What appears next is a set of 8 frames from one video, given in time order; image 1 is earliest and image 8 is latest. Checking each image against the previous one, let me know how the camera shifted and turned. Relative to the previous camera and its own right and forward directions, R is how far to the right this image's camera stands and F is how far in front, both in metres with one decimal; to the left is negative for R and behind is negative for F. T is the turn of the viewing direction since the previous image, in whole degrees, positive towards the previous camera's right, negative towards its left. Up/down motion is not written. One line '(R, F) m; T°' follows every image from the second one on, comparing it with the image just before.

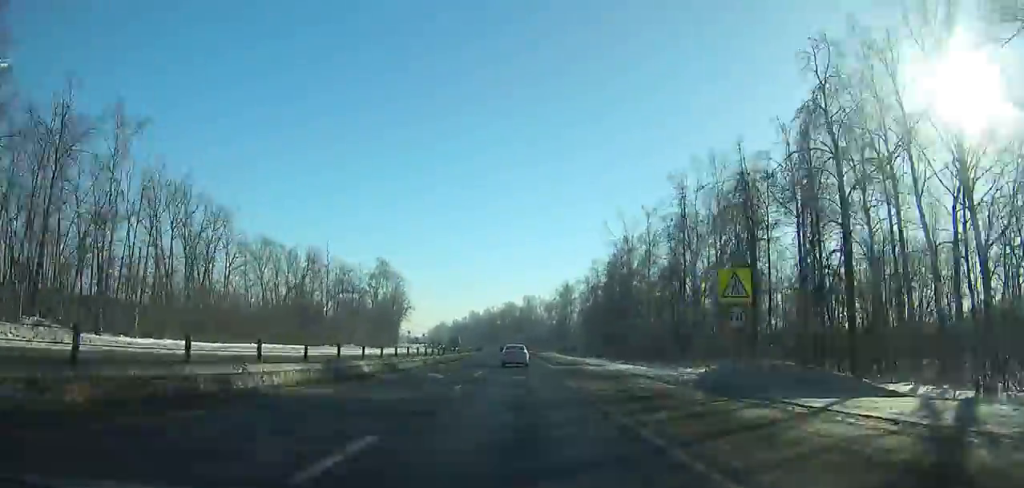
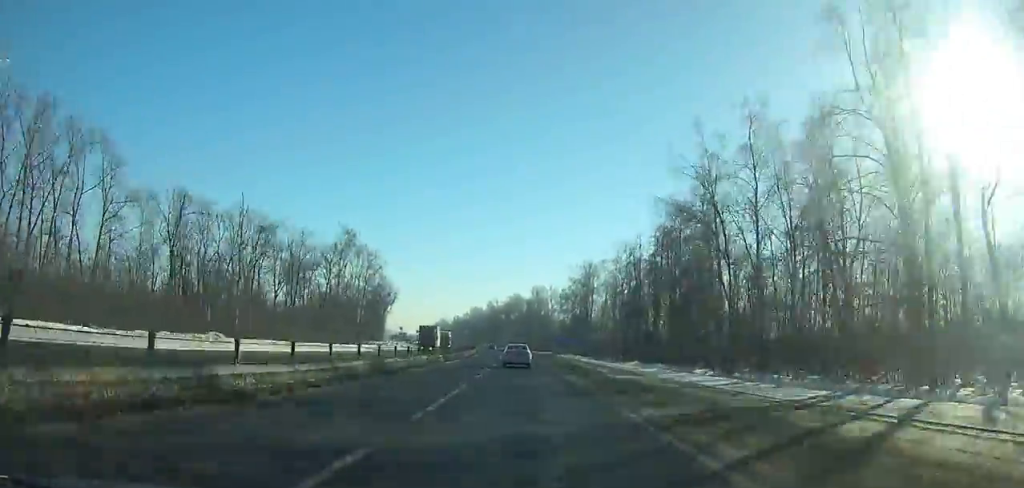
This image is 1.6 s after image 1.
(-0.3, +38.0) m; -1°
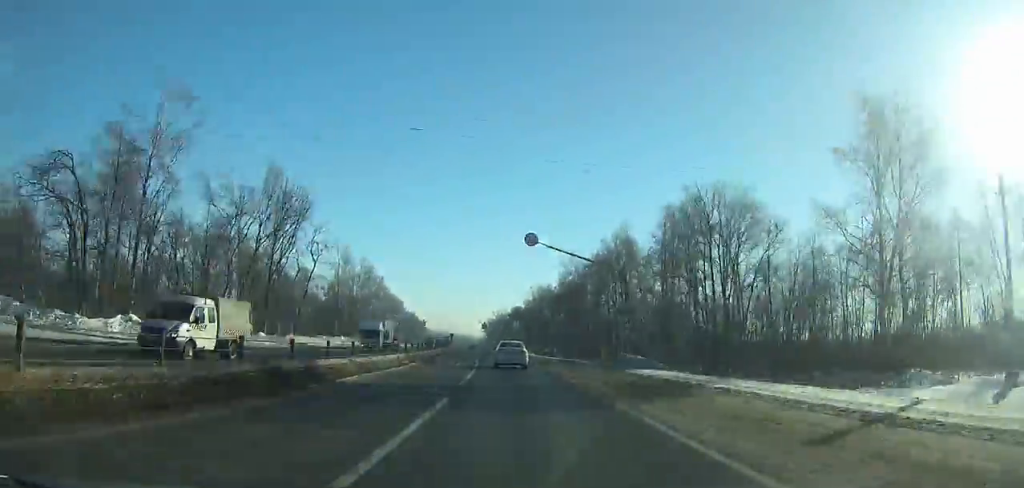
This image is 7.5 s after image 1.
(-7.6, +132.1) m; -8°
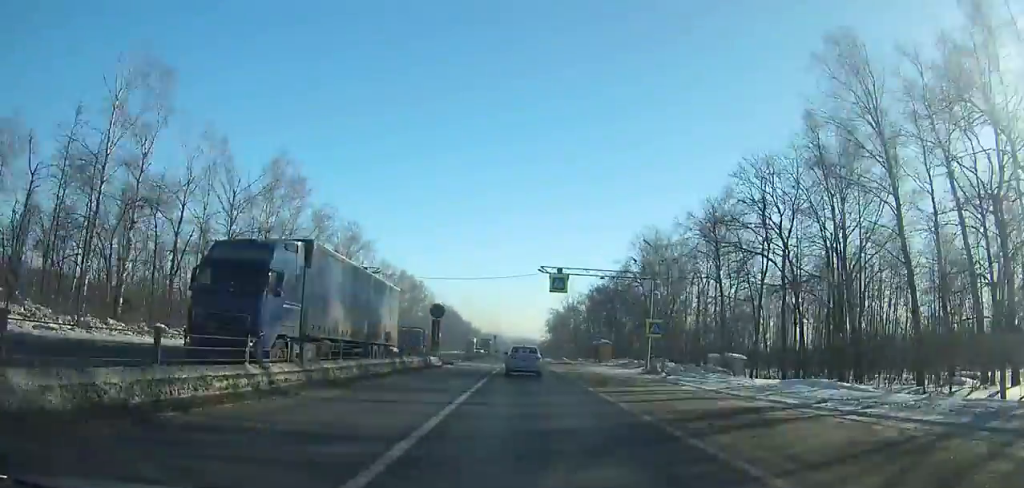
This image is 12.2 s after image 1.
(-5.5, +99.7) m; -4°
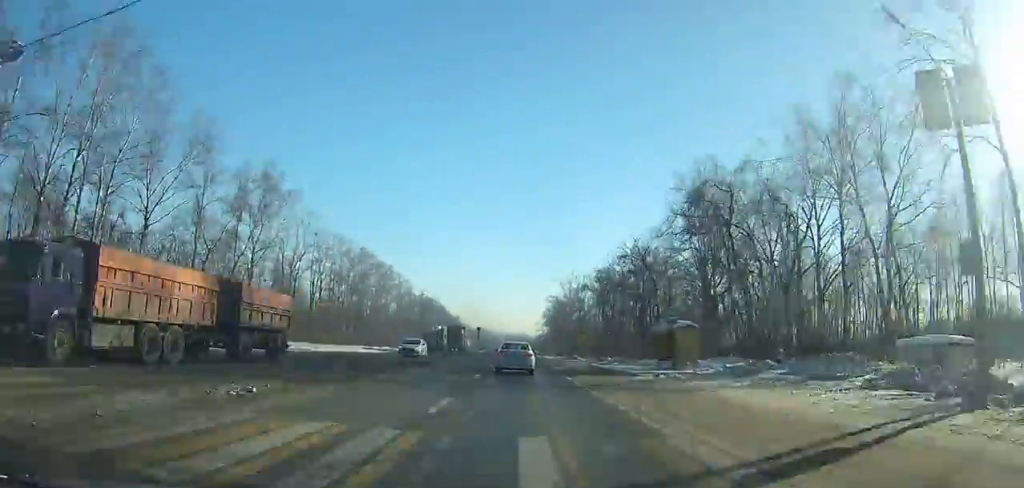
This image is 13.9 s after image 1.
(-0.1, +35.7) m; 0°
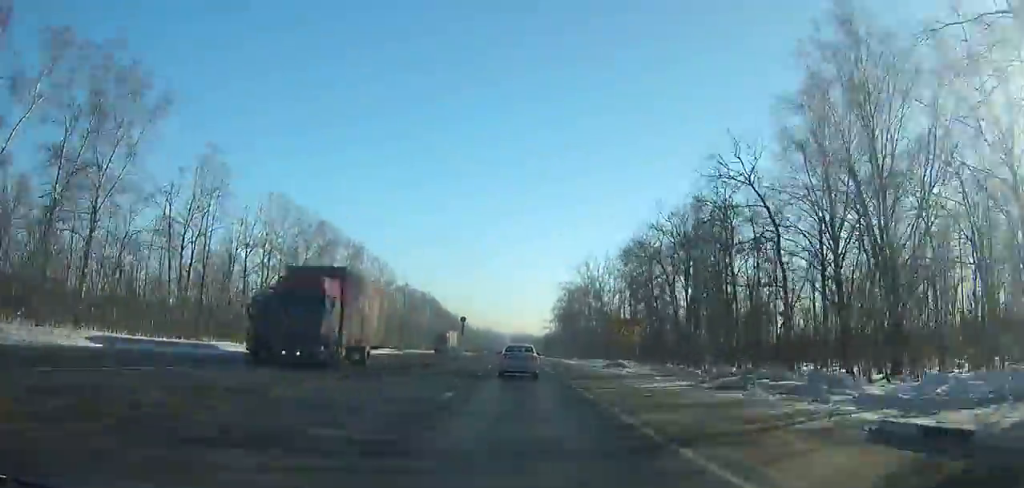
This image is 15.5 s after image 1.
(+0.1, +33.6) m; 0°
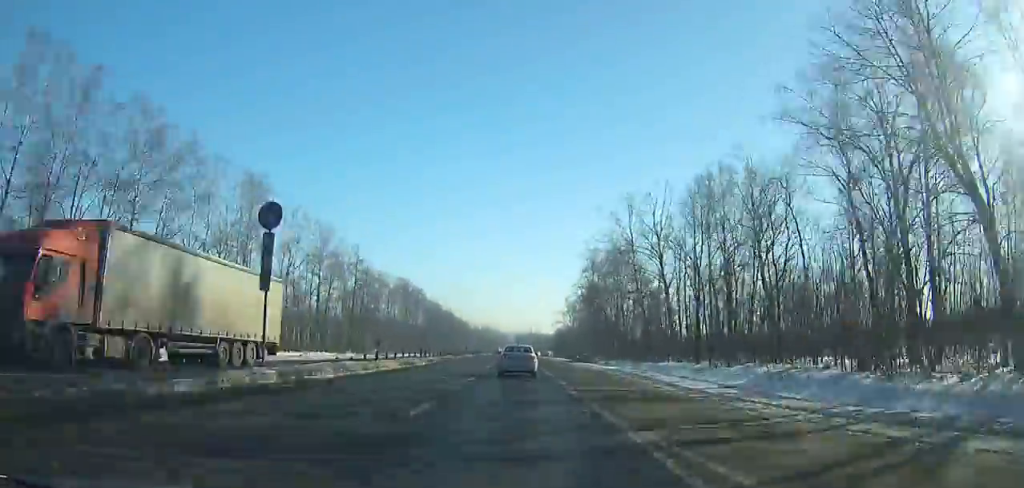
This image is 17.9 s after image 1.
(-0.2, +51.0) m; 0°
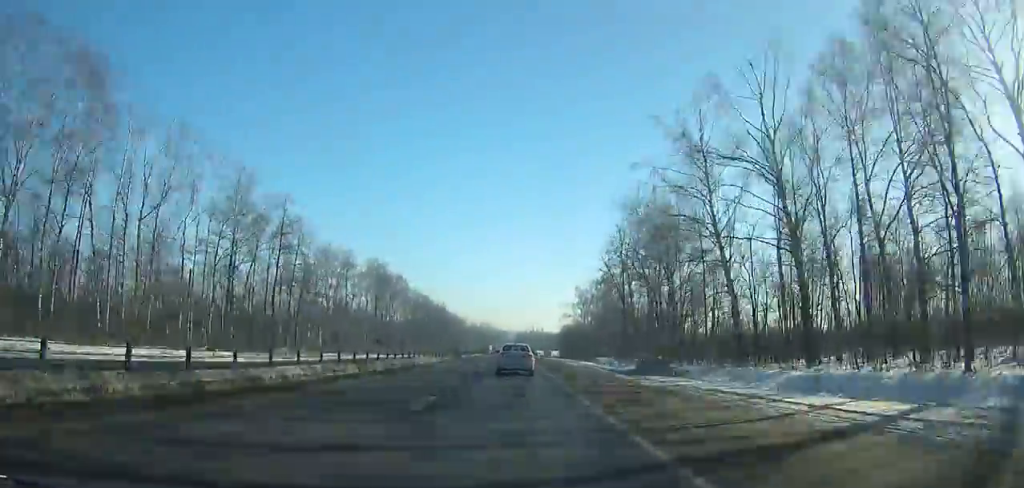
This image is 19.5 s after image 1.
(-0.1, +34.4) m; 0°
